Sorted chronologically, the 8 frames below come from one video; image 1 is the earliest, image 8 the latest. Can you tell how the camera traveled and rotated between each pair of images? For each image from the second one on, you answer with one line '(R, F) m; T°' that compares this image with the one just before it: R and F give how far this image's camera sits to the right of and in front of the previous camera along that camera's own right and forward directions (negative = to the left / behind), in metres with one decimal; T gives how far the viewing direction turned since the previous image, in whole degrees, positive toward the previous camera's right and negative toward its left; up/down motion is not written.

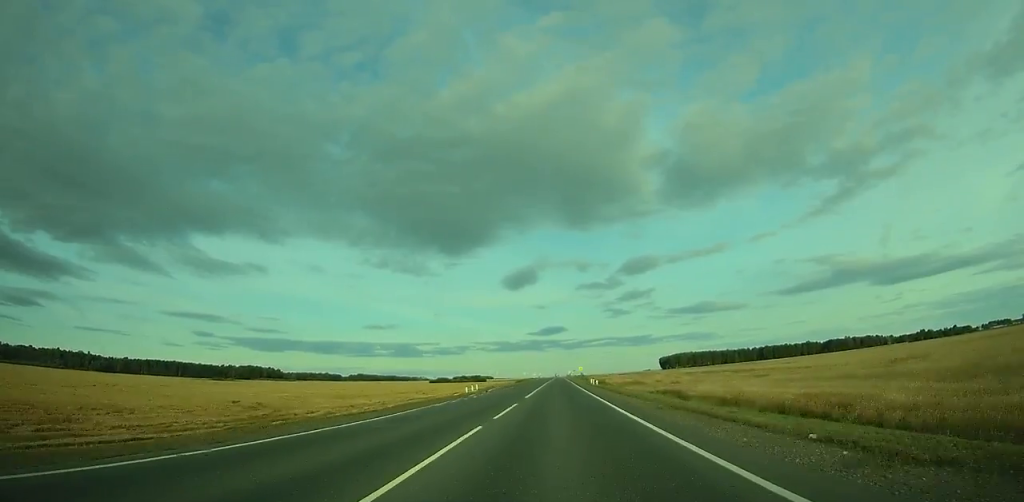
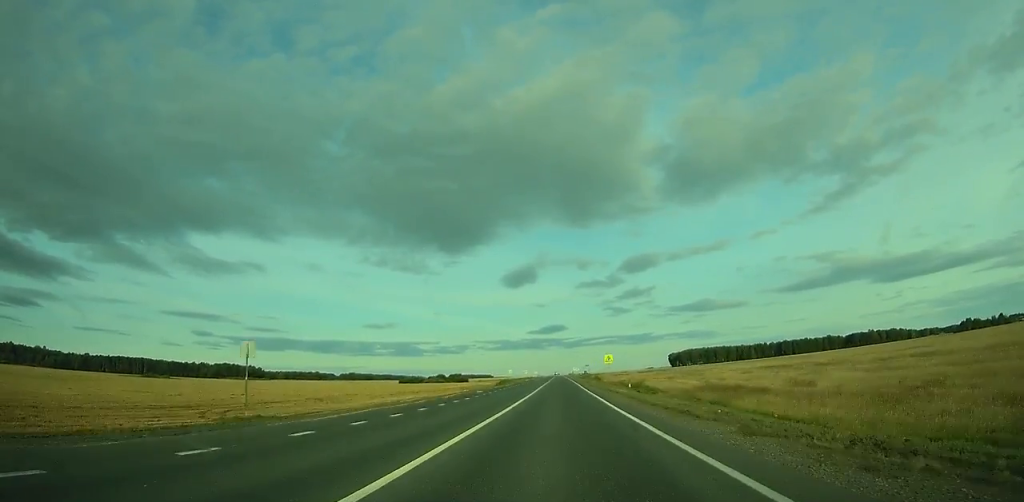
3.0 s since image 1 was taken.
(+0.1, +86.0) m; 0°
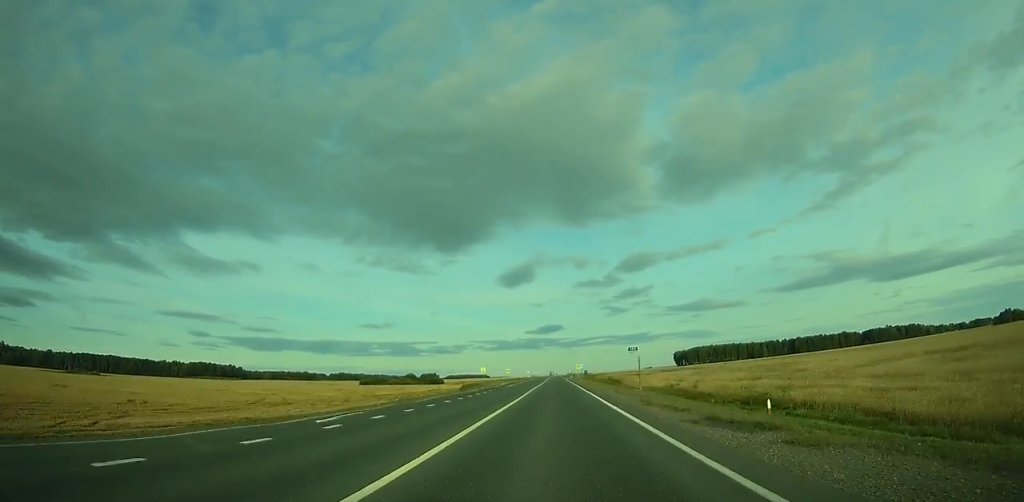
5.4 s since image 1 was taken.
(0.0, +67.5) m; 0°
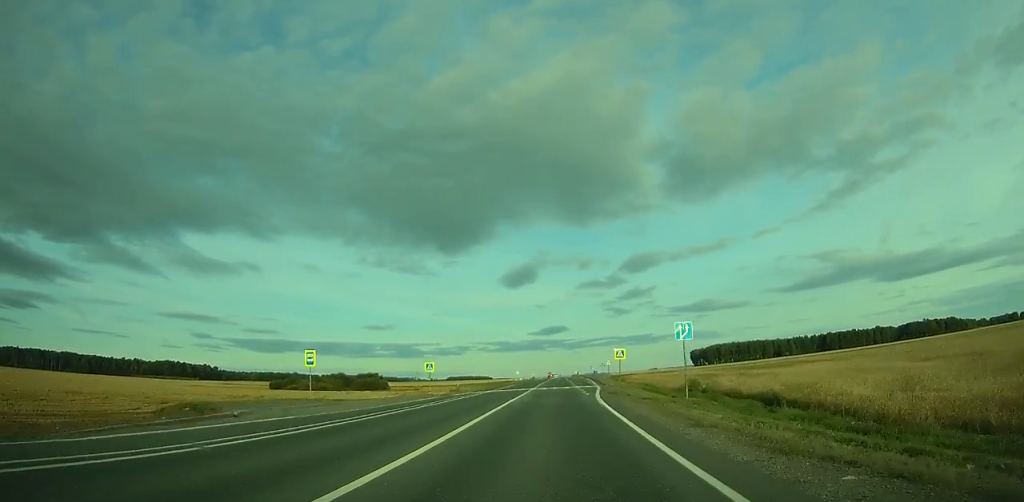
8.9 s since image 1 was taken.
(-0.1, +96.8) m; 0°
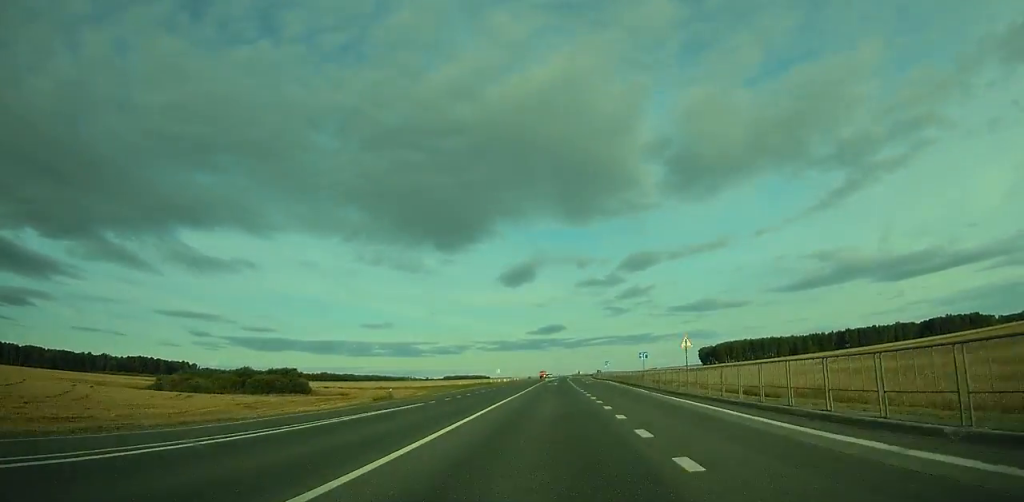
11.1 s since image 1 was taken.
(0.0, +60.0) m; 0°
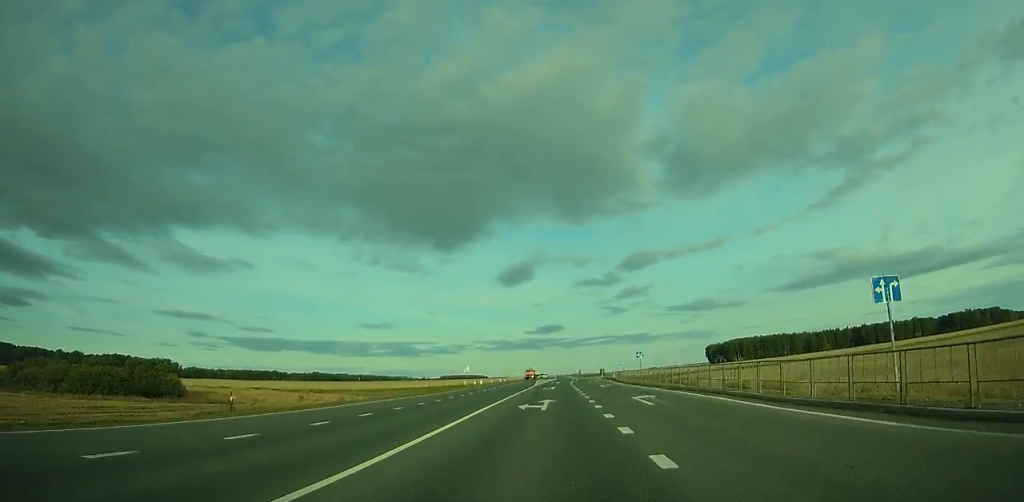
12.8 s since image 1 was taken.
(0.0, +45.7) m; 0°
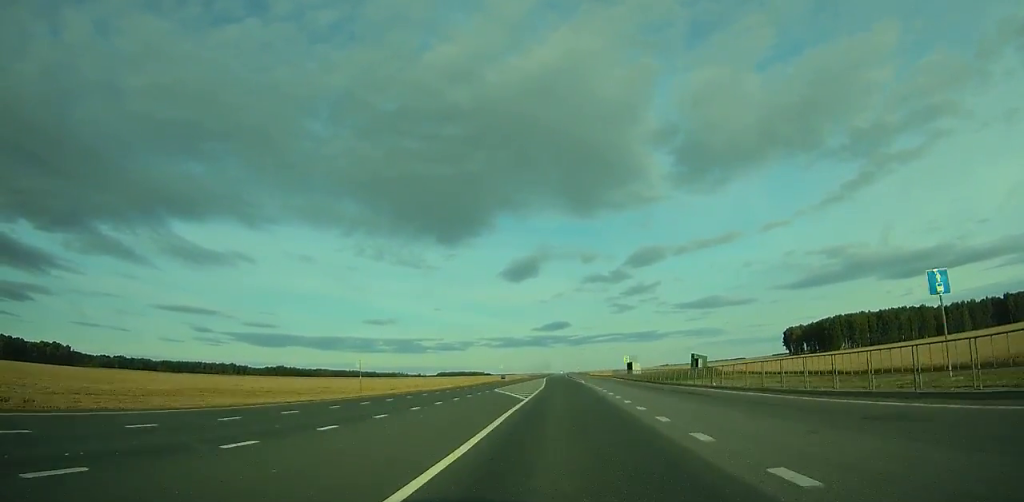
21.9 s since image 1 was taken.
(+0.3, +229.4) m; 0°
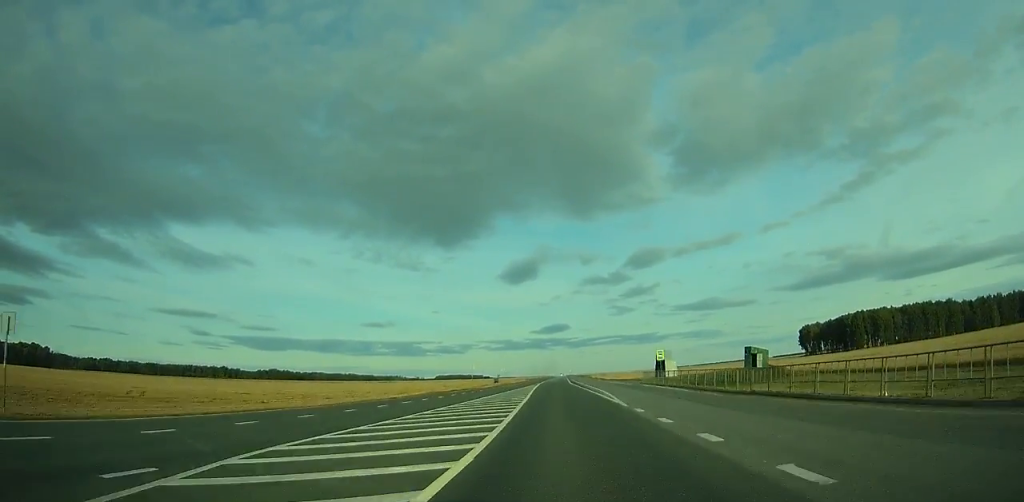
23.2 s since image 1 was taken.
(-0.1, +31.9) m; 0°
